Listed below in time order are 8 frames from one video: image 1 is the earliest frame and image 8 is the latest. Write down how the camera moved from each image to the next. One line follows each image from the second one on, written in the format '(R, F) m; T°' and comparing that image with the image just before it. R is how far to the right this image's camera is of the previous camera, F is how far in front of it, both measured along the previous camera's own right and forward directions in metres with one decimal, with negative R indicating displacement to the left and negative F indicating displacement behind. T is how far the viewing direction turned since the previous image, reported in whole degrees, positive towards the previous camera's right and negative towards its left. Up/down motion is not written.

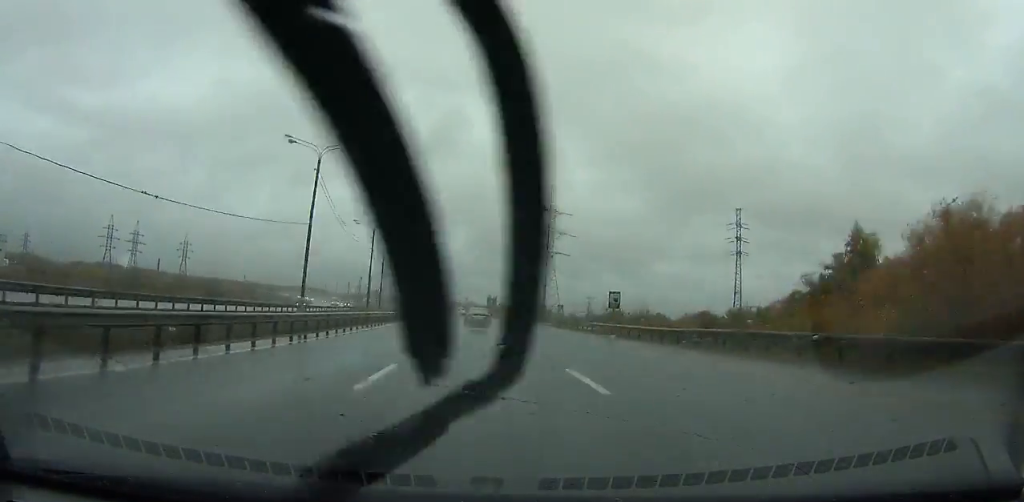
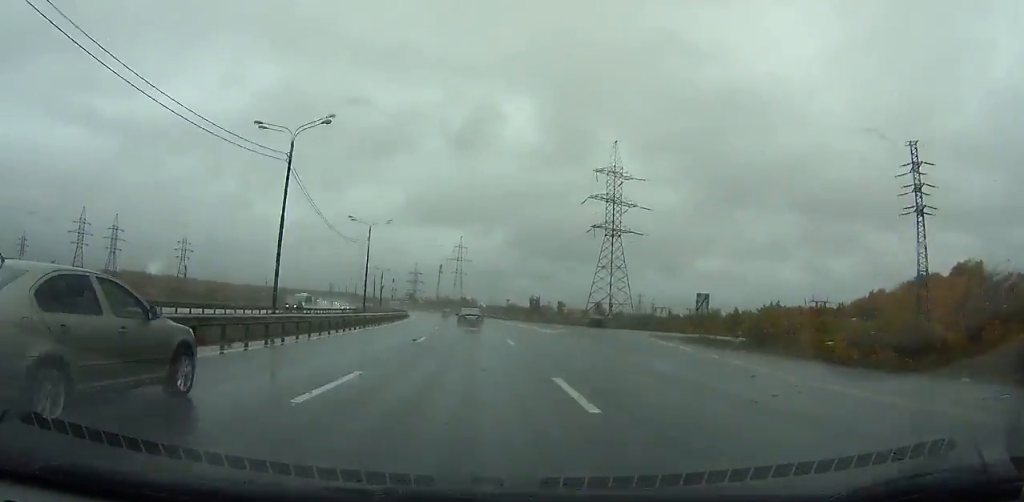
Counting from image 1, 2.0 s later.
(0.0, +49.2) m; 0°
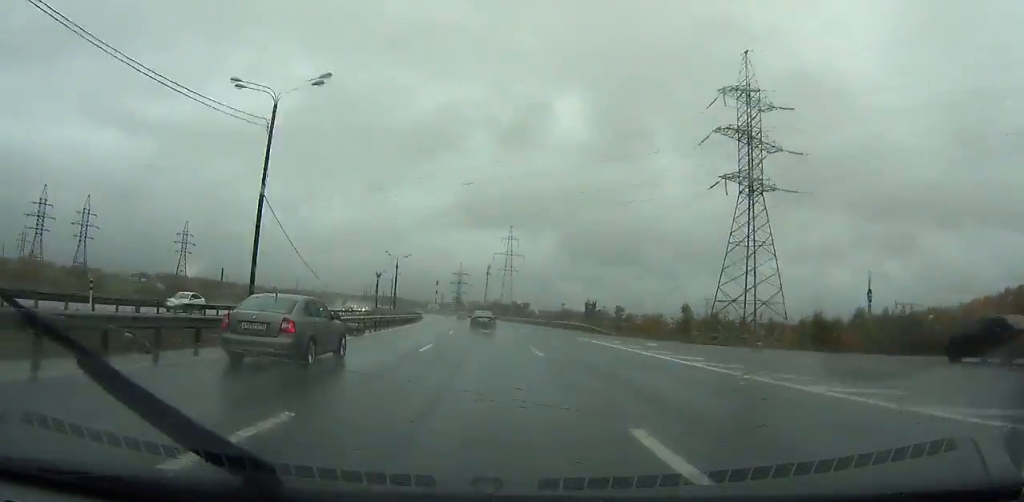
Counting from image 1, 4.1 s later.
(0.0, +52.0) m; 0°
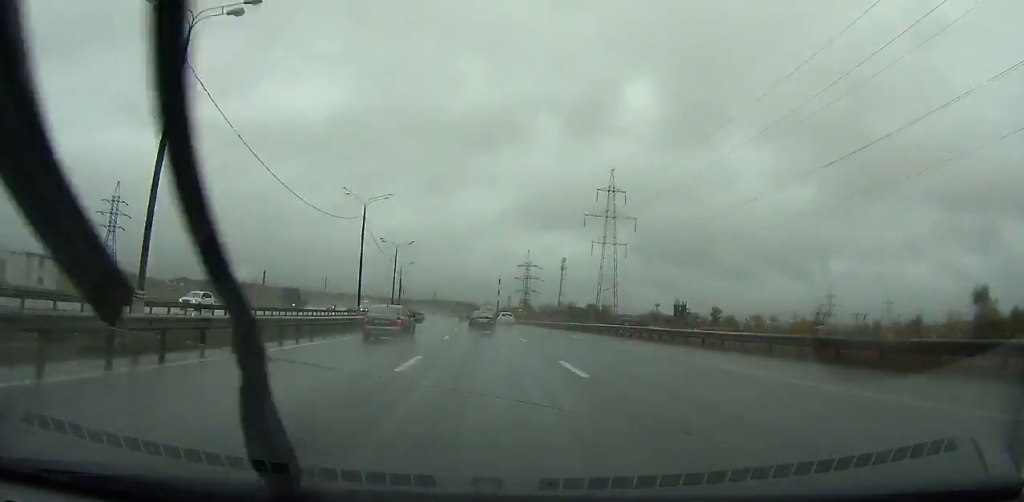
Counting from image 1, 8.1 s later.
(-0.1, +100.1) m; -7°
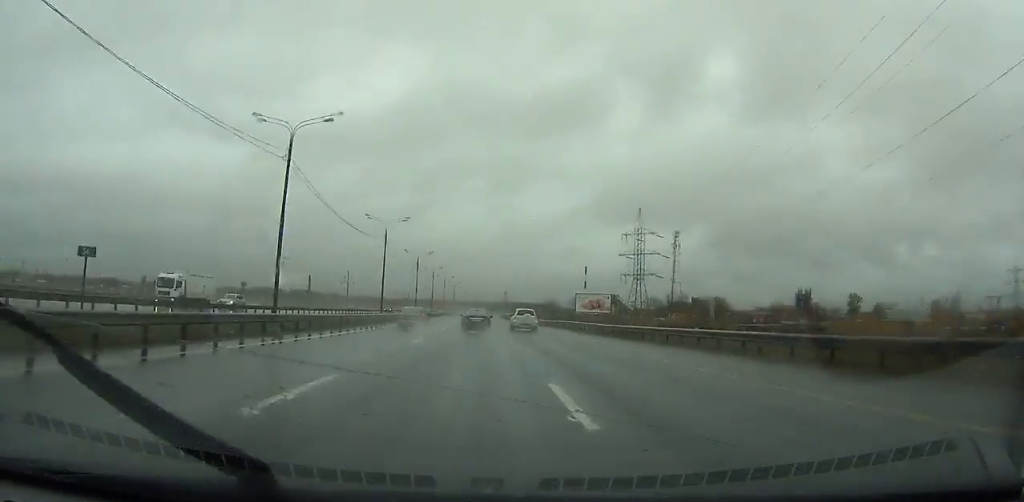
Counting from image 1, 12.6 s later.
(-16.6, +114.7) m; -11°
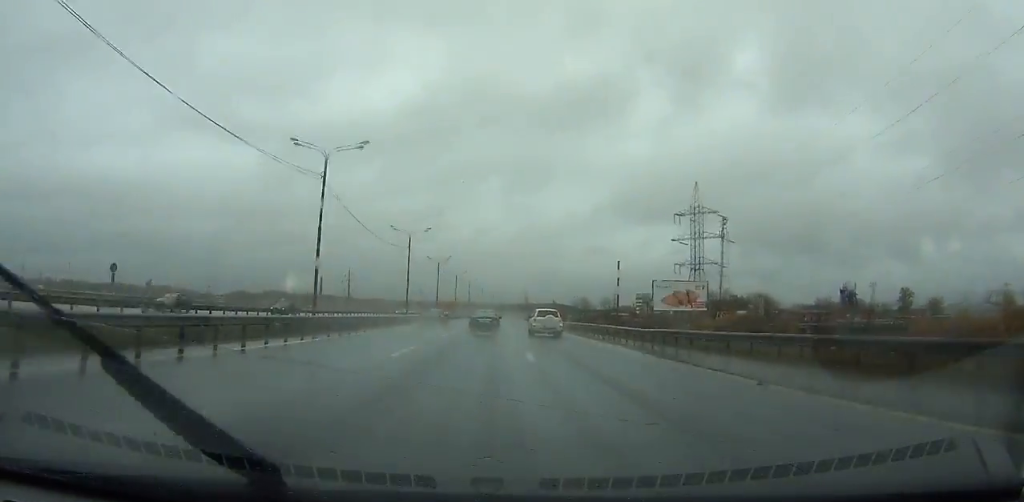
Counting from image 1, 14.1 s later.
(-0.1, +39.4) m; -2°
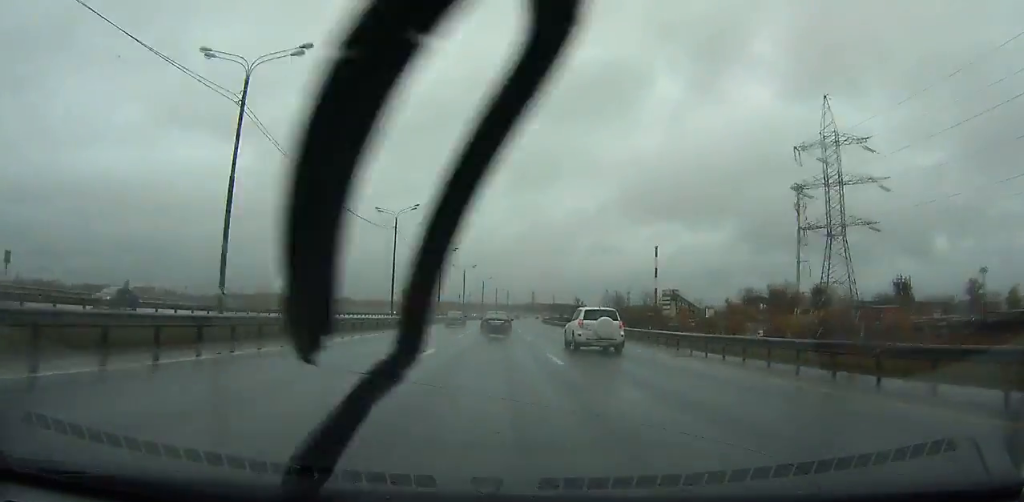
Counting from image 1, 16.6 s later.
(-2.0, +66.9) m; -1°
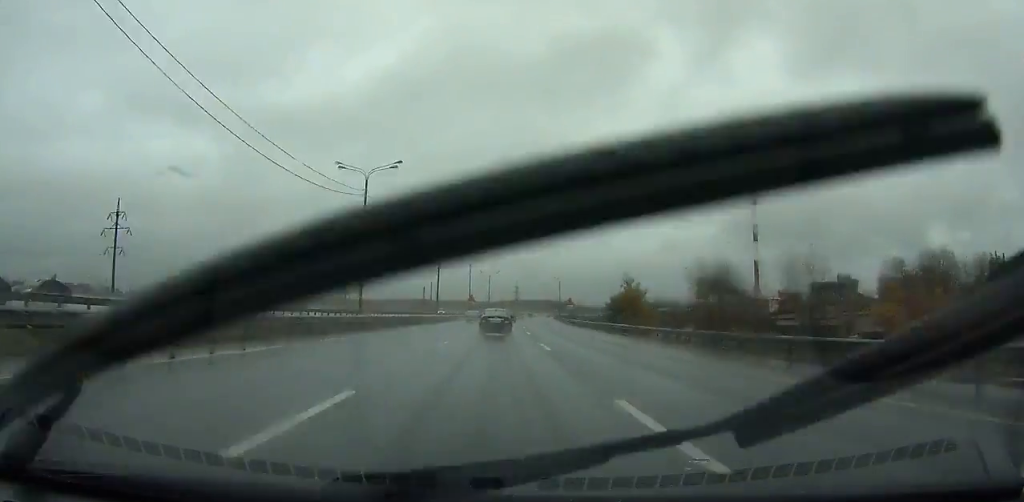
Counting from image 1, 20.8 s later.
(-0.1, +112.8) m; +1°
